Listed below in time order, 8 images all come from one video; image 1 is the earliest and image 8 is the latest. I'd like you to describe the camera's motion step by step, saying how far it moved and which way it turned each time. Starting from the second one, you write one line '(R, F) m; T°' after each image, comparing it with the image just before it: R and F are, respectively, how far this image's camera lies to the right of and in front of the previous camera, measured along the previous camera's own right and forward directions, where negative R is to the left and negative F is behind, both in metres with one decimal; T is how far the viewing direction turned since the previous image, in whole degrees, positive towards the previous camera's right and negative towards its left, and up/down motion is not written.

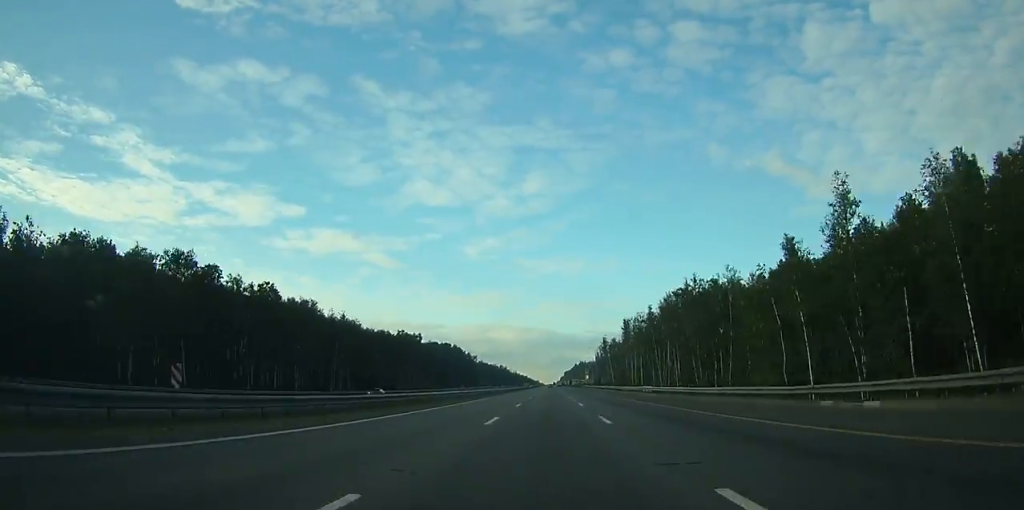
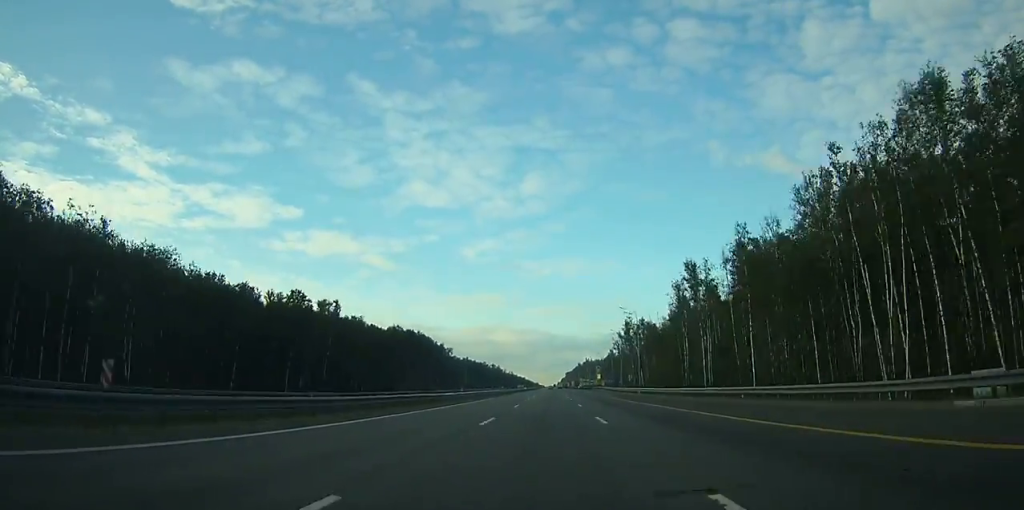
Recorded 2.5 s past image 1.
(+0.1, +82.0) m; 0°
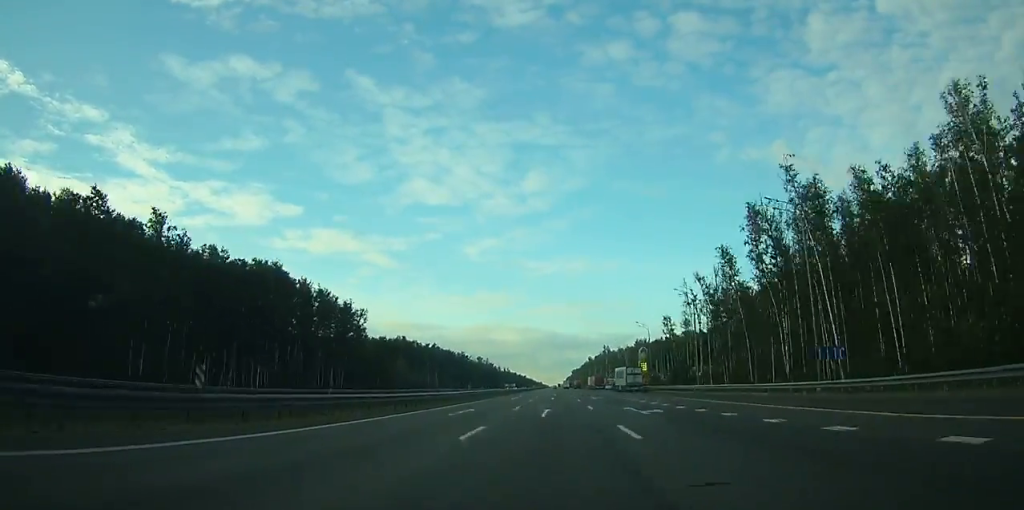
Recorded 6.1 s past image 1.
(+0.1, +121.7) m; 0°
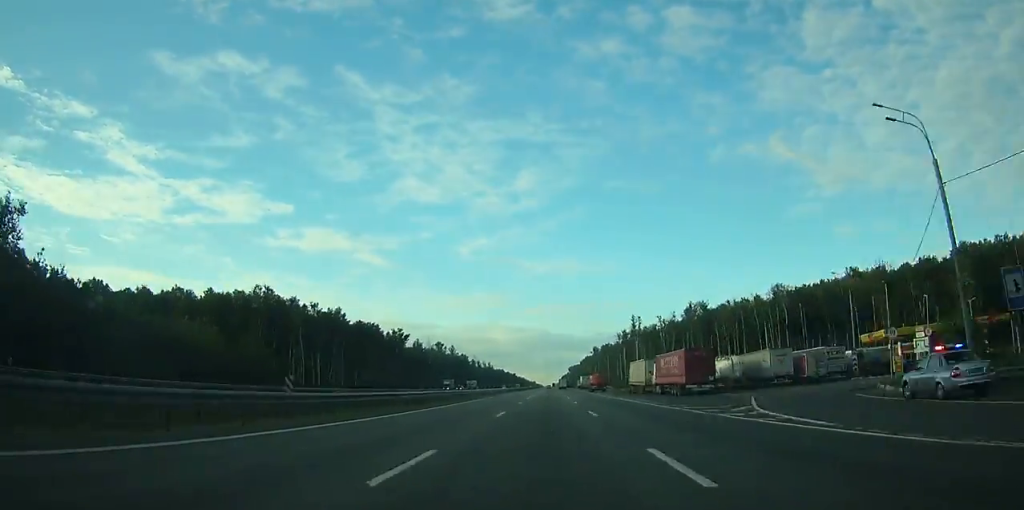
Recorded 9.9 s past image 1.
(+0.1, +126.5) m; 0°
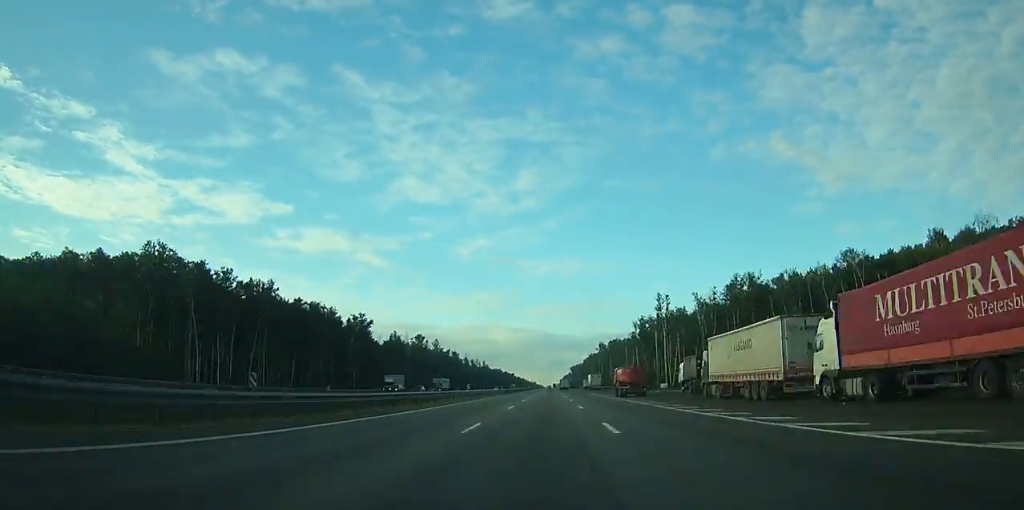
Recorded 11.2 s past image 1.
(0.0, +40.6) m; 0°
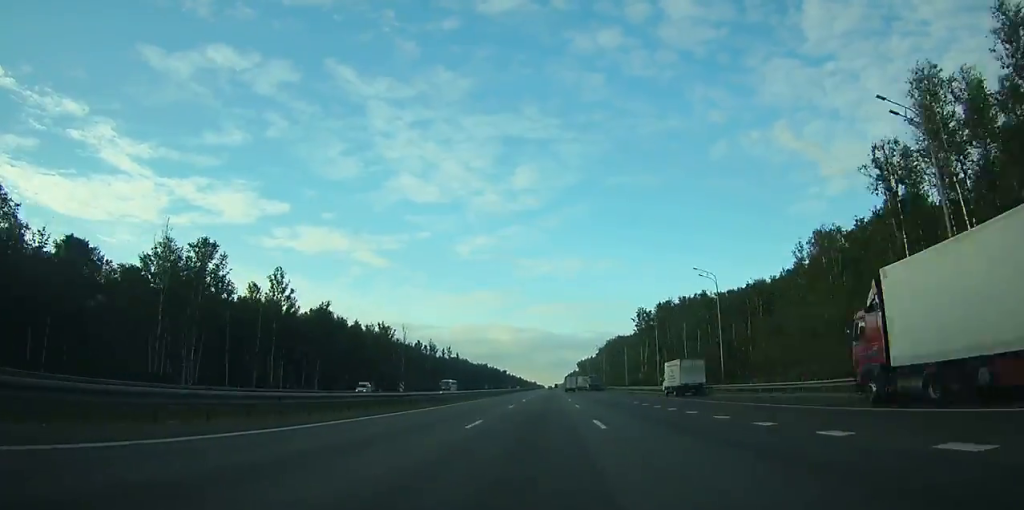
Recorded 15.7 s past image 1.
(-0.1, +141.8) m; 0°
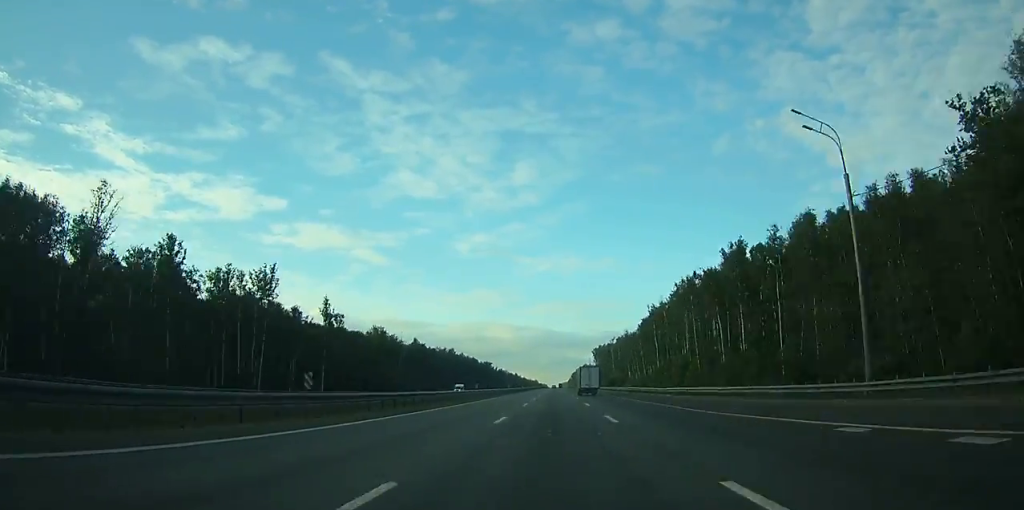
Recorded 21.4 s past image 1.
(-0.4, +162.3) m; 0°
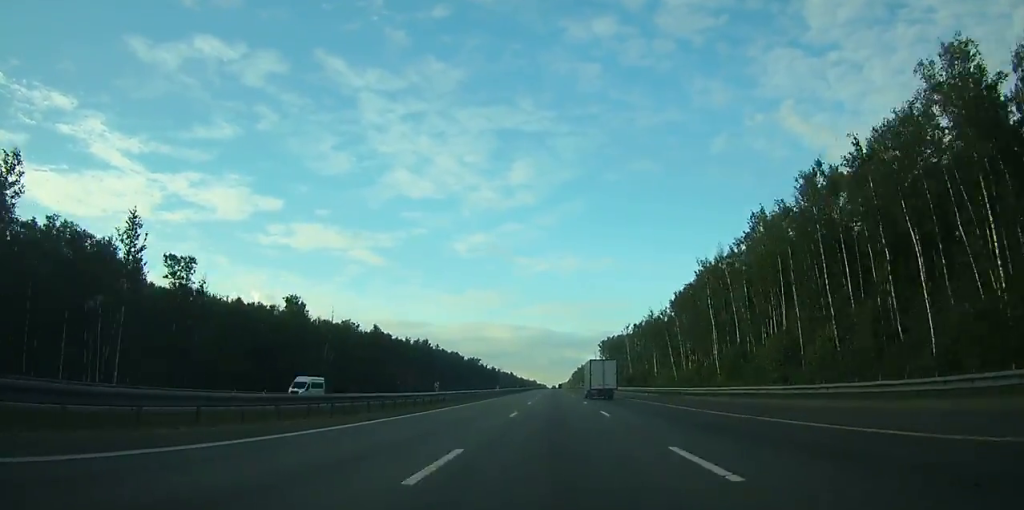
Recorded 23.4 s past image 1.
(0.0, +57.8) m; 0°
